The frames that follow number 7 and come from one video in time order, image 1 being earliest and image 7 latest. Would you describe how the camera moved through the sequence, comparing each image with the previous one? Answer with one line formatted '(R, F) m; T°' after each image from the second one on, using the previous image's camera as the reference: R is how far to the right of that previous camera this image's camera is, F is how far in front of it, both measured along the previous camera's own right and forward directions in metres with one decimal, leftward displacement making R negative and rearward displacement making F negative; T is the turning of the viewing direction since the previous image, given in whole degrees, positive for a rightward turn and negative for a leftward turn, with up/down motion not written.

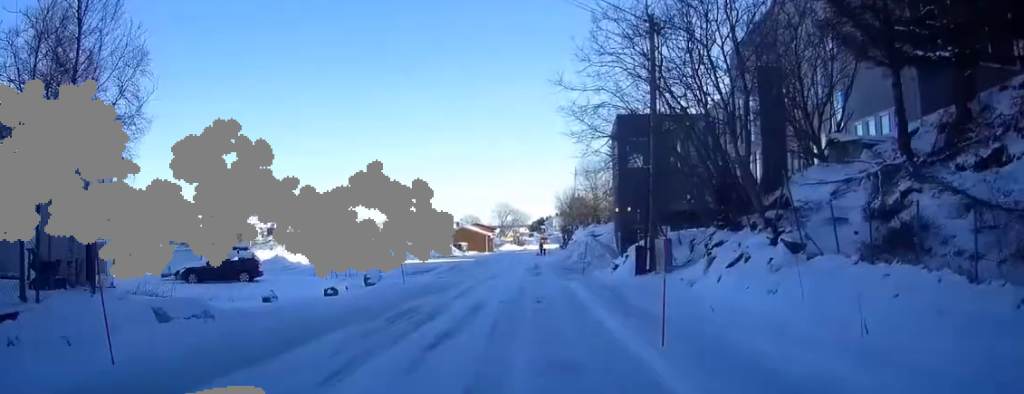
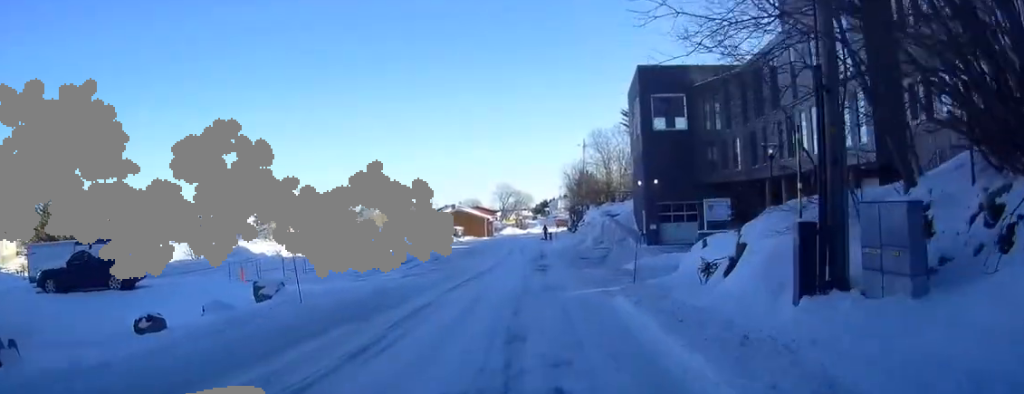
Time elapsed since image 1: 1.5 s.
(-0.1, +14.0) m; -1°
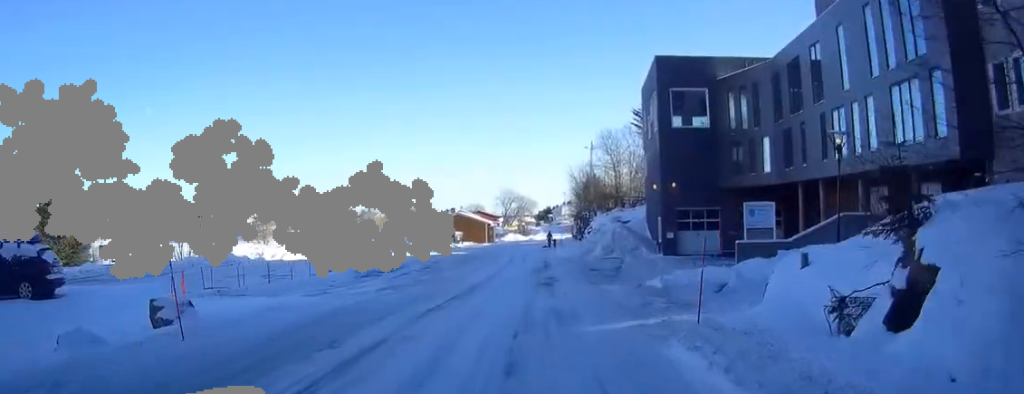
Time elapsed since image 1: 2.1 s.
(-0.1, +5.9) m; -1°
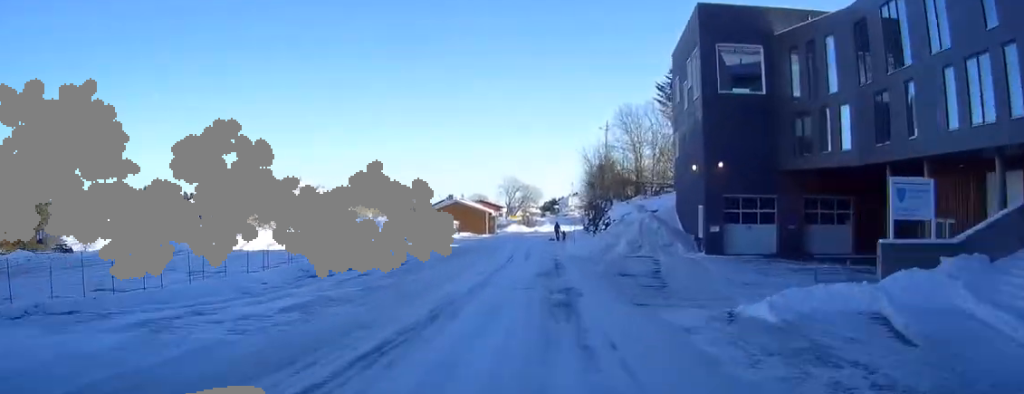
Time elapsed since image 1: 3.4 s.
(0.0, +11.5) m; 0°
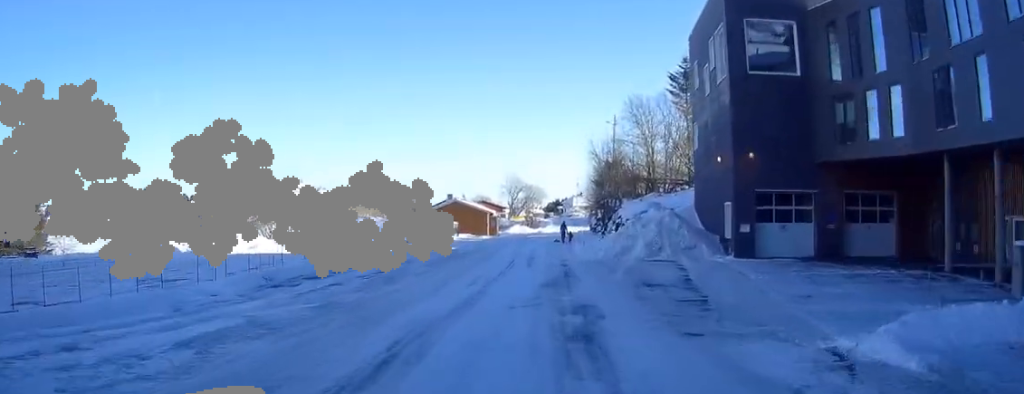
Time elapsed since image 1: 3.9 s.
(0.0, +5.3) m; 0°
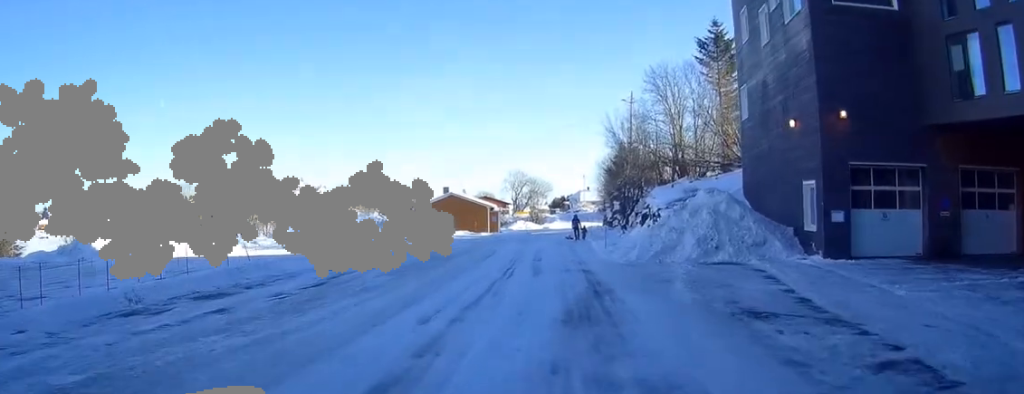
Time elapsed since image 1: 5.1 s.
(0.0, +10.7) m; -1°
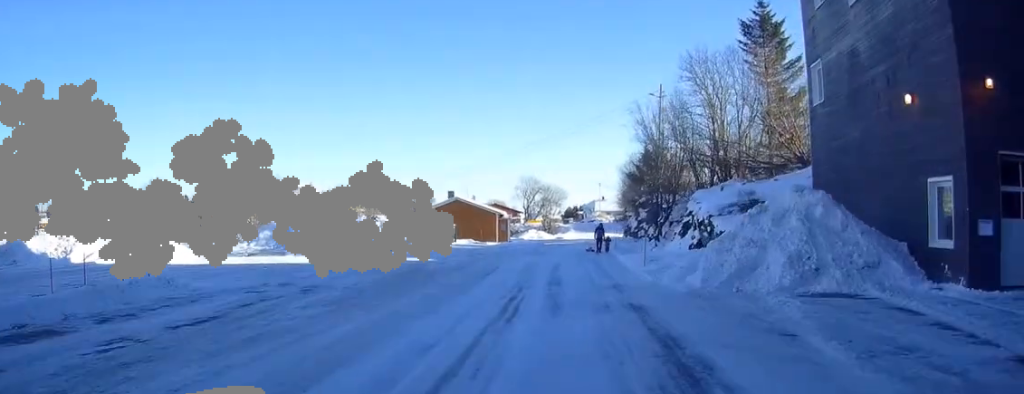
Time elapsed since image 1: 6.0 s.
(-0.1, +8.5) m; 0°
